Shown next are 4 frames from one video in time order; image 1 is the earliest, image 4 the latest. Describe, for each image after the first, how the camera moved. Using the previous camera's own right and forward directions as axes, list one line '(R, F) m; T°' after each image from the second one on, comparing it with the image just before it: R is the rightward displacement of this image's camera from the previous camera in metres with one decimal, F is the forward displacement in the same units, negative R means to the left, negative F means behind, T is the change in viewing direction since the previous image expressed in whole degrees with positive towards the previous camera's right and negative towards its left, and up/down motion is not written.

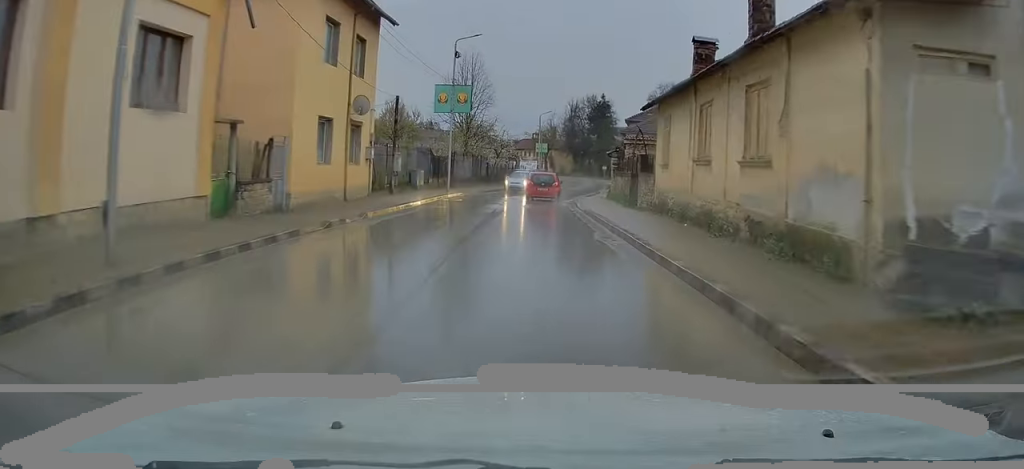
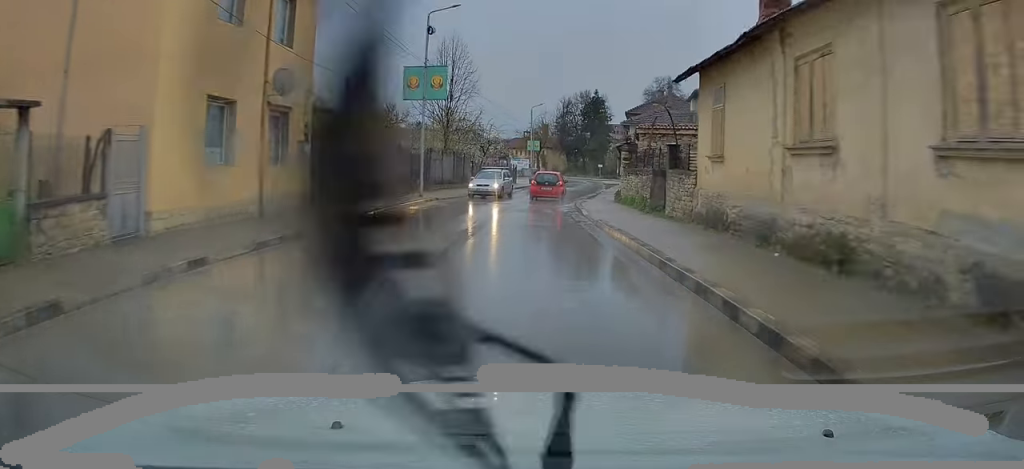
(-0.1, +6.4) m; 0°
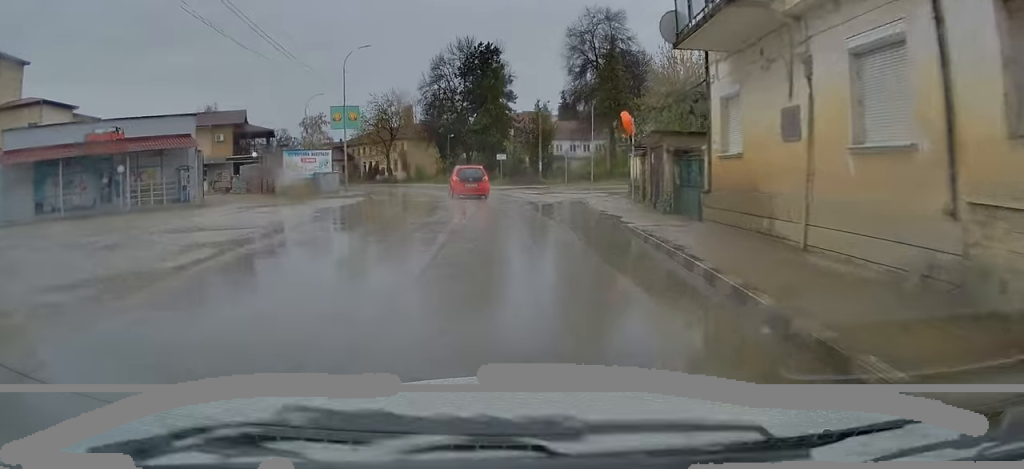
(+5.3, +58.5) m; +9°
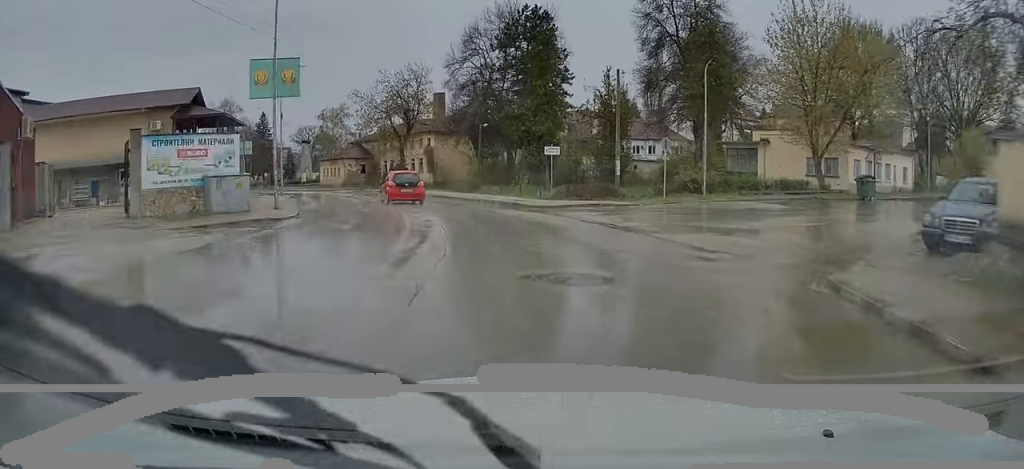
(-0.8, +19.5) m; -5°
